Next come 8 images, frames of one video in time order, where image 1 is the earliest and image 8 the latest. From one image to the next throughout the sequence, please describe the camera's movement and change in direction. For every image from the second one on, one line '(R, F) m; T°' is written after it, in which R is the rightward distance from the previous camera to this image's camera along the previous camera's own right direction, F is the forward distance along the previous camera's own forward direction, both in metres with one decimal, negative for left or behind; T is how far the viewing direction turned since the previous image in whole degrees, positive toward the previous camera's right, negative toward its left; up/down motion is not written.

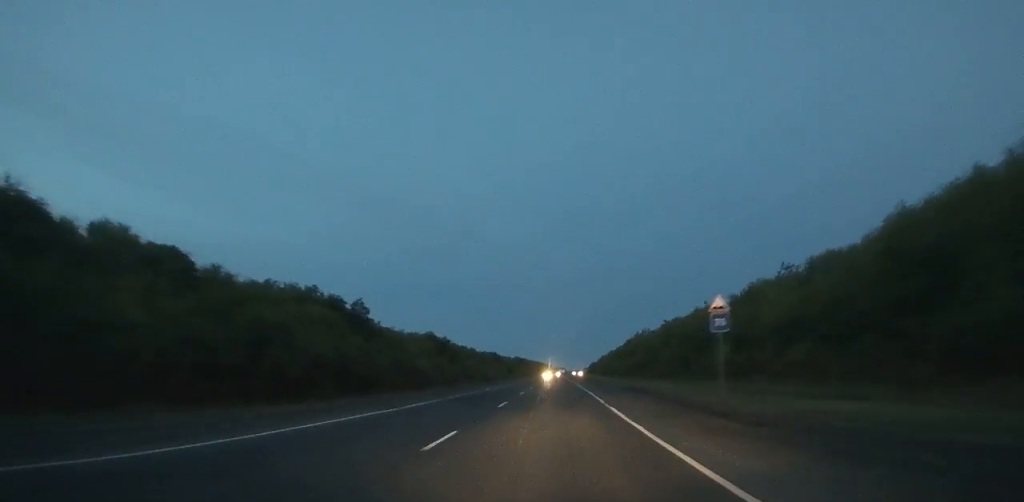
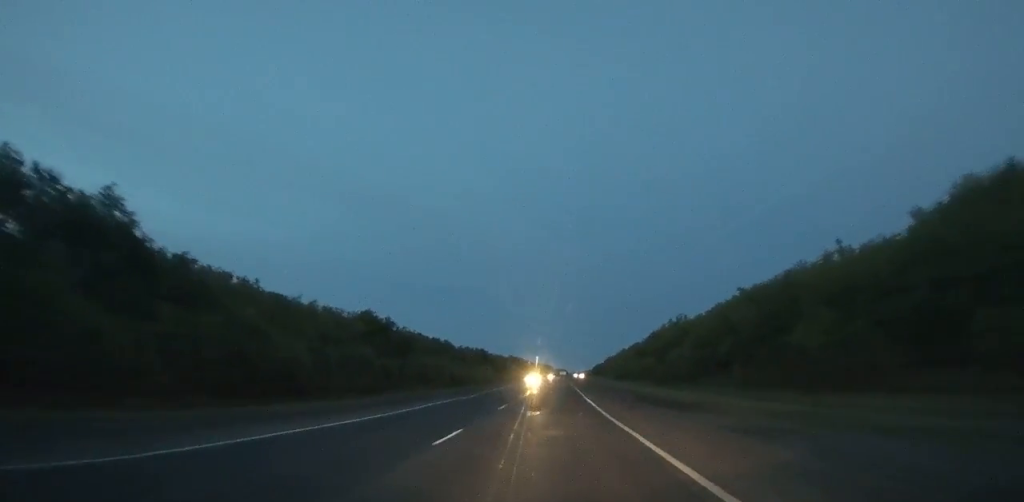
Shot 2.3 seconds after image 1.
(-0.2, +47.5) m; 0°
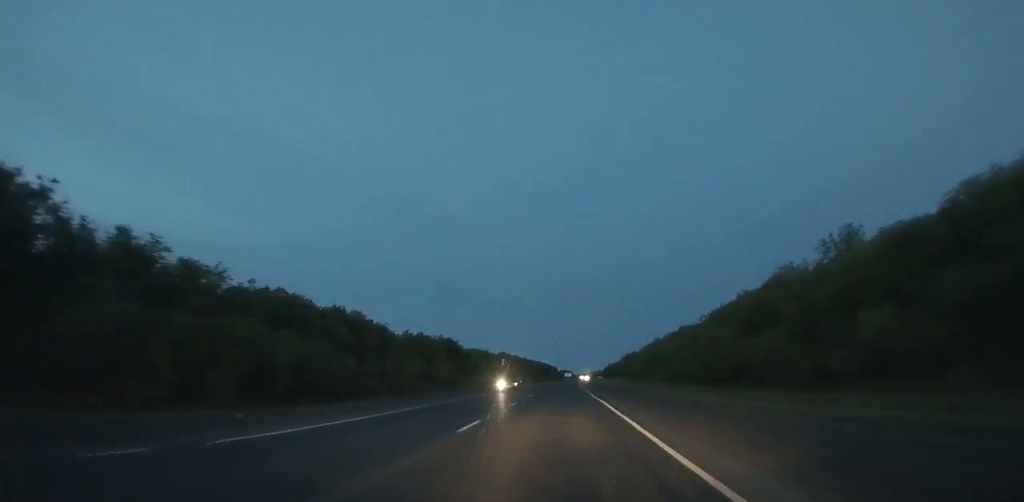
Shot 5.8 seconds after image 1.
(-0.3, +70.6) m; 0°
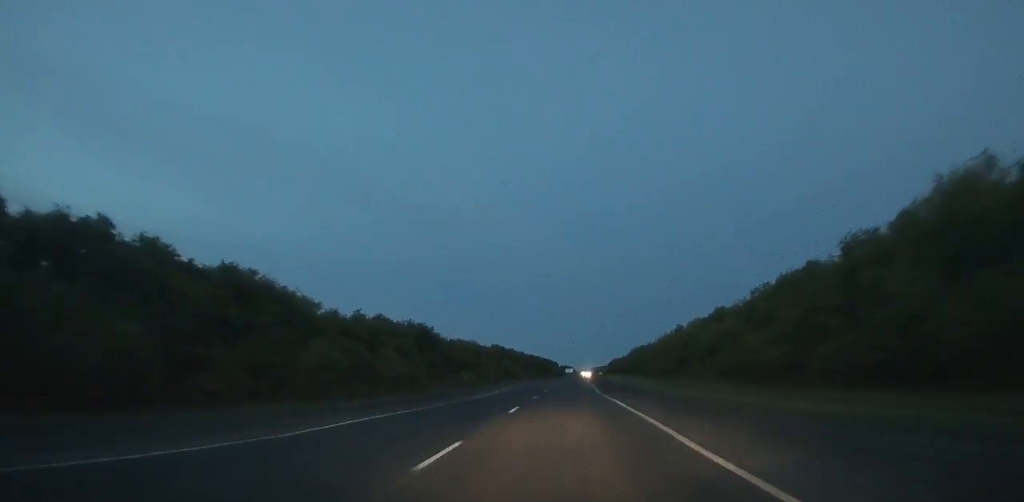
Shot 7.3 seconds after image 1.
(0.0, +29.7) m; 0°
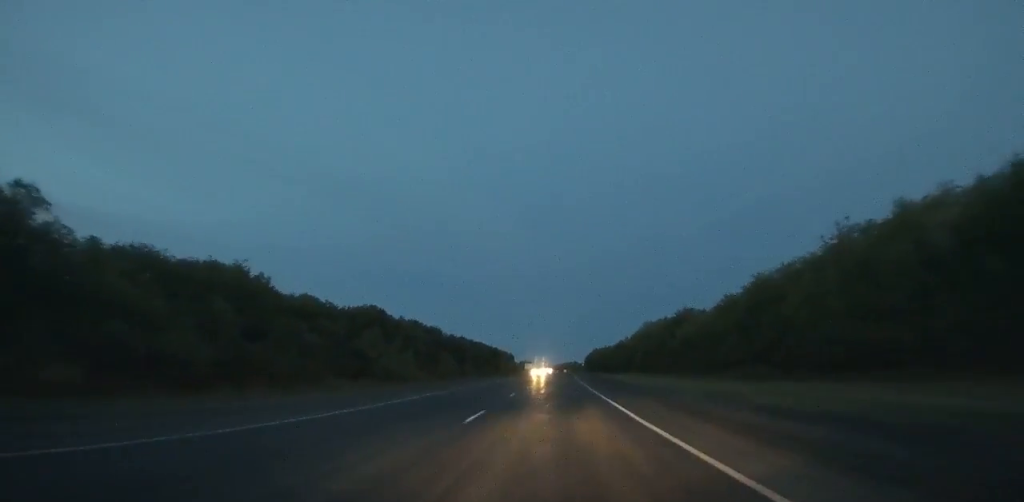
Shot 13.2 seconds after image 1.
(+2.0, +114.4) m; +3°
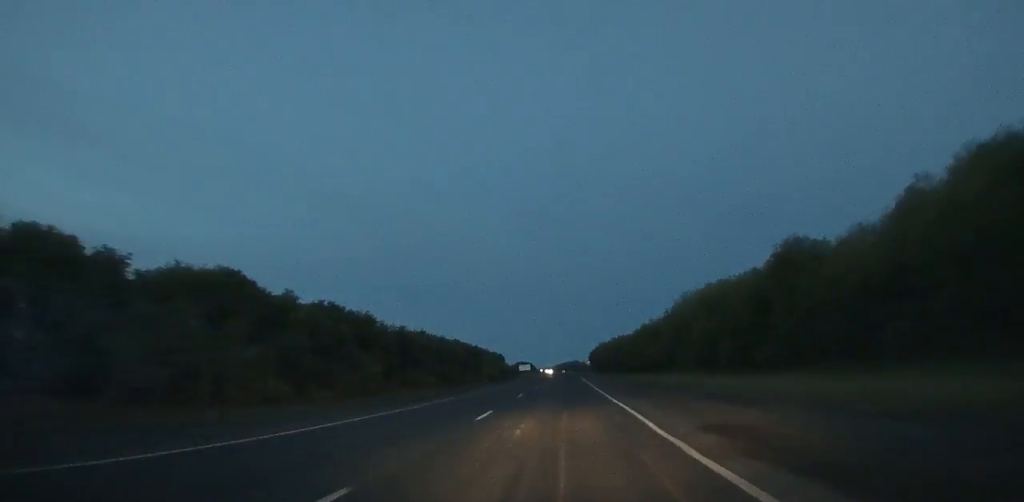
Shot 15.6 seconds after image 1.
(+0.5, +46.6) m; +1°
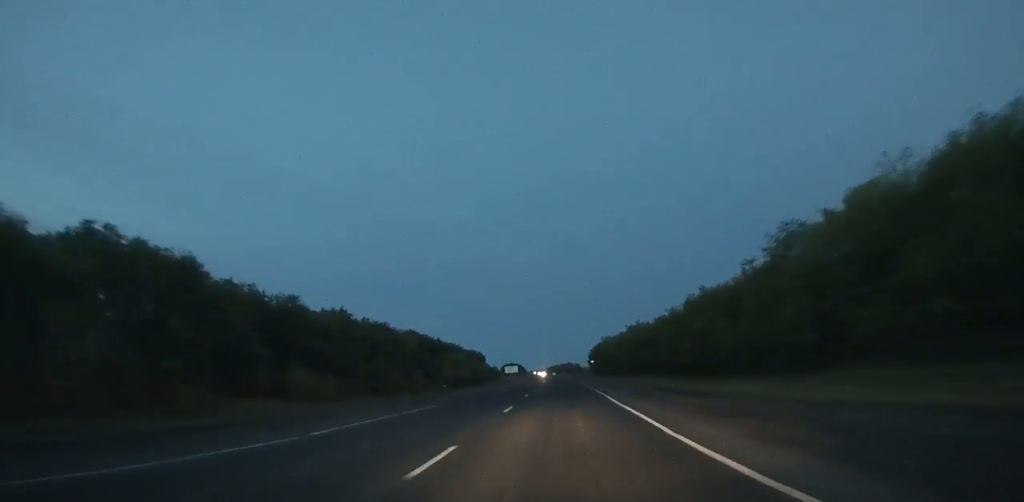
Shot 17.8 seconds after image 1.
(+0.2, +43.5) m; 0°
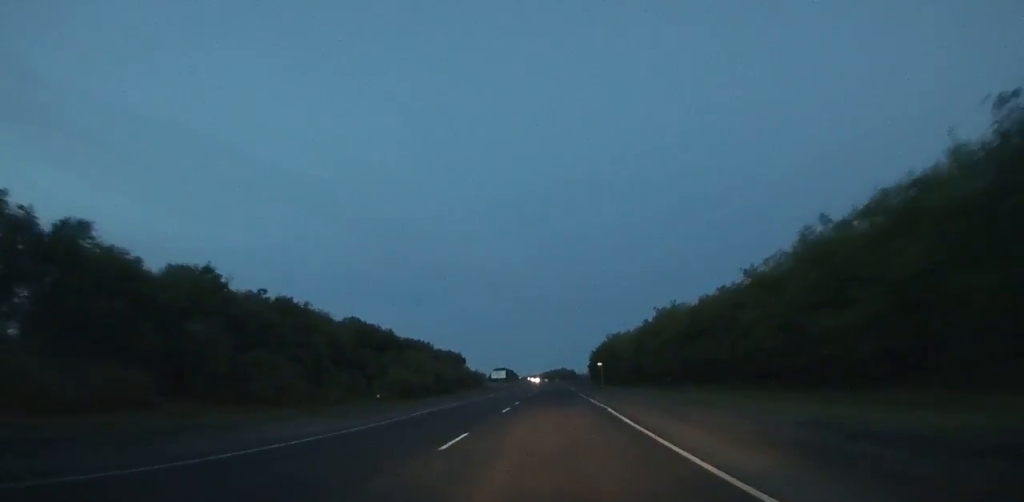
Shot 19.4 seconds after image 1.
(+0.1, +32.1) m; 0°
